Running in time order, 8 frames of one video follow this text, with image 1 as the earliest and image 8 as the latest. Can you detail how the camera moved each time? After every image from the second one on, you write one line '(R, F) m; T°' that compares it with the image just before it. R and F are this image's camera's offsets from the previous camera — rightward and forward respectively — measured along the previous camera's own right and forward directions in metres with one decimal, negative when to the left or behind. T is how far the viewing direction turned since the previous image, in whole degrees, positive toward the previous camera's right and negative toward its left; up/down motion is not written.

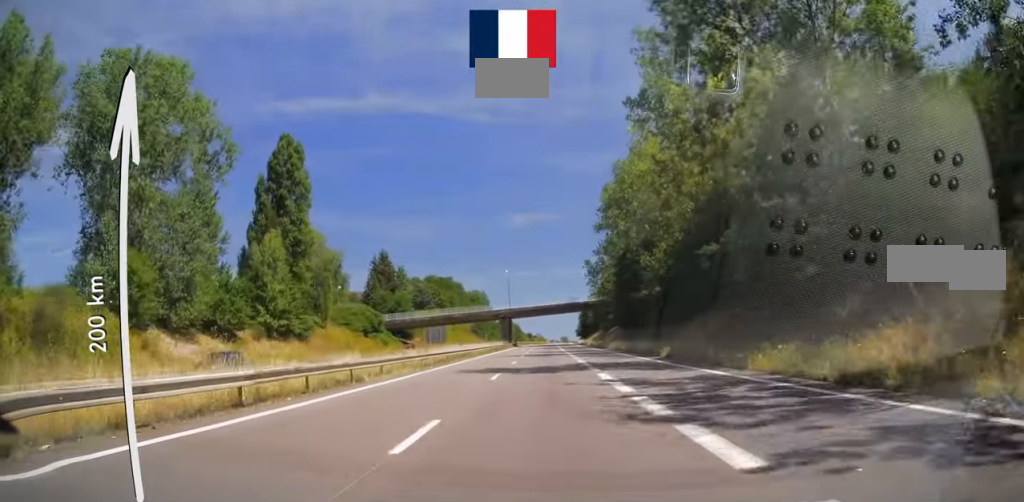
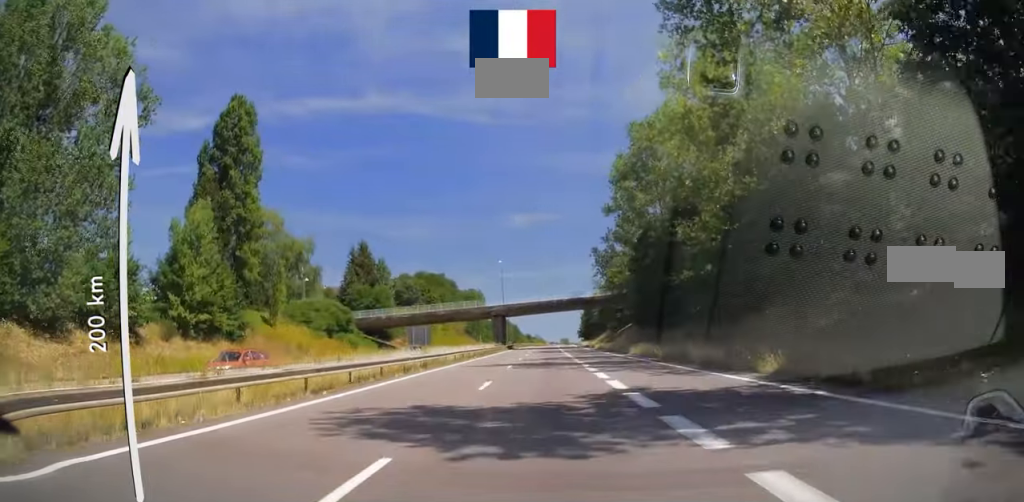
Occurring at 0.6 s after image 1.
(-0.1, +16.1) m; 0°
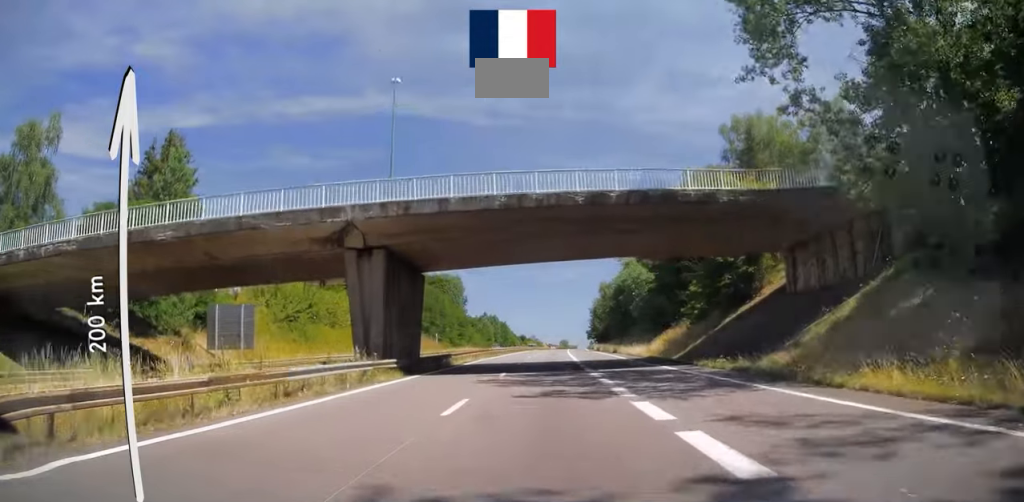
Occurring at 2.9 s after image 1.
(+0.6, +69.8) m; +1°
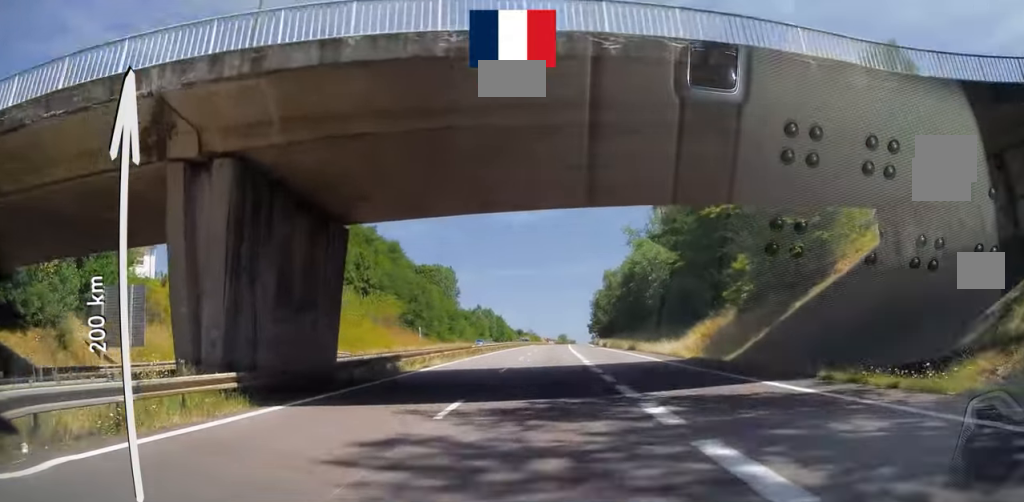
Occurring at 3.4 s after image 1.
(-0.2, +13.7) m; 0°
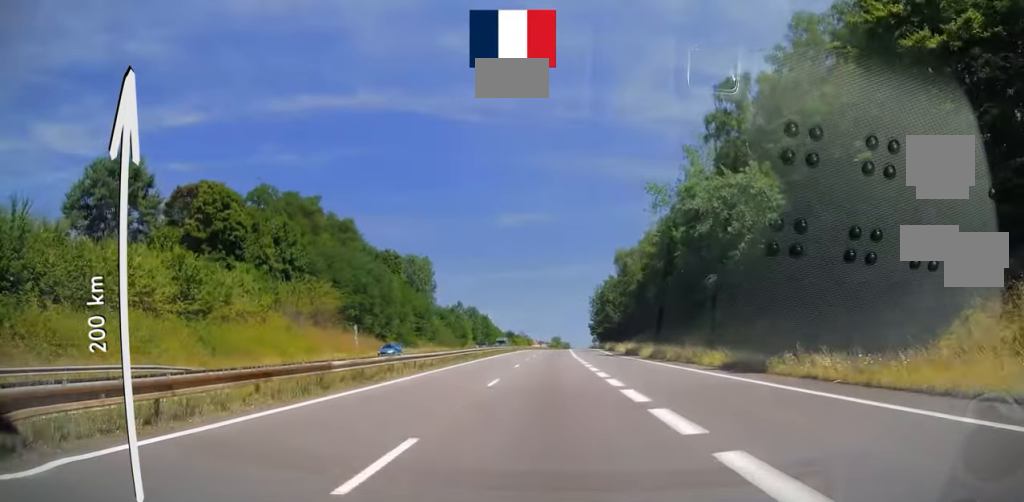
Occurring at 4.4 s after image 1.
(+0.3, +30.8) m; +1°
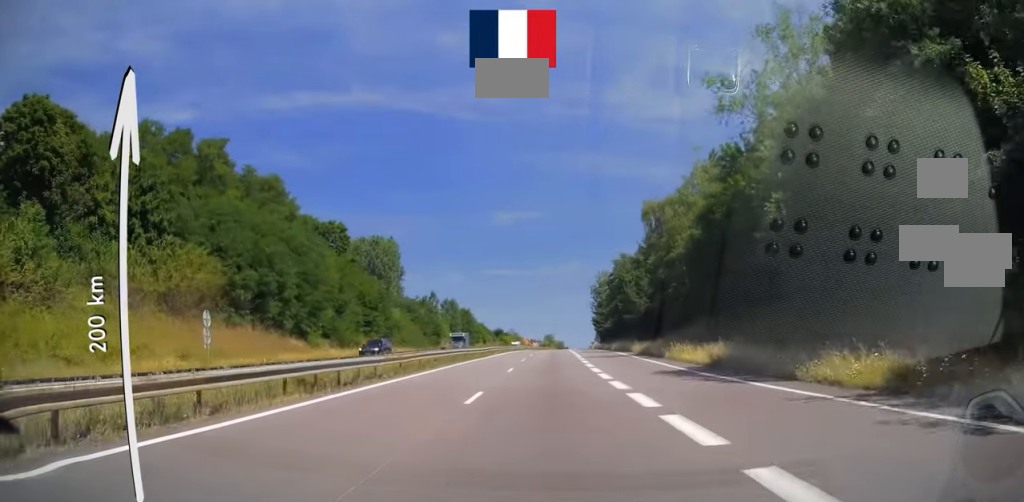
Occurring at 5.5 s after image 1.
(+0.2, +30.8) m; 0°
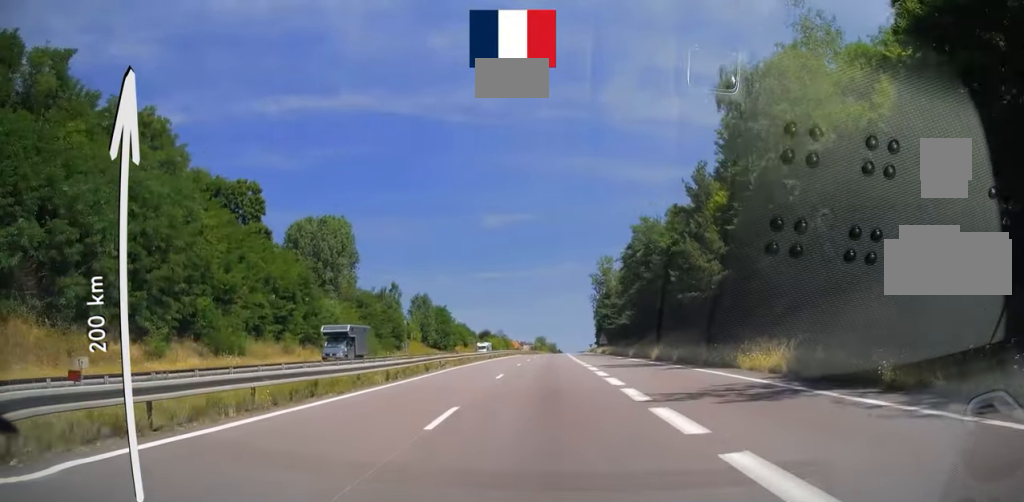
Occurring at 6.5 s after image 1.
(0.0, +29.4) m; 0°
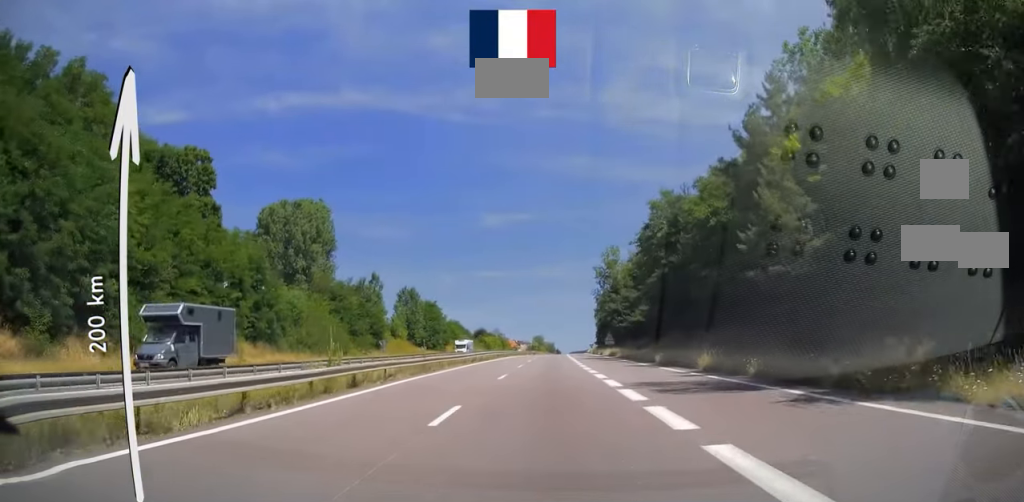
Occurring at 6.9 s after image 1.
(0.0, +12.2) m; 0°
